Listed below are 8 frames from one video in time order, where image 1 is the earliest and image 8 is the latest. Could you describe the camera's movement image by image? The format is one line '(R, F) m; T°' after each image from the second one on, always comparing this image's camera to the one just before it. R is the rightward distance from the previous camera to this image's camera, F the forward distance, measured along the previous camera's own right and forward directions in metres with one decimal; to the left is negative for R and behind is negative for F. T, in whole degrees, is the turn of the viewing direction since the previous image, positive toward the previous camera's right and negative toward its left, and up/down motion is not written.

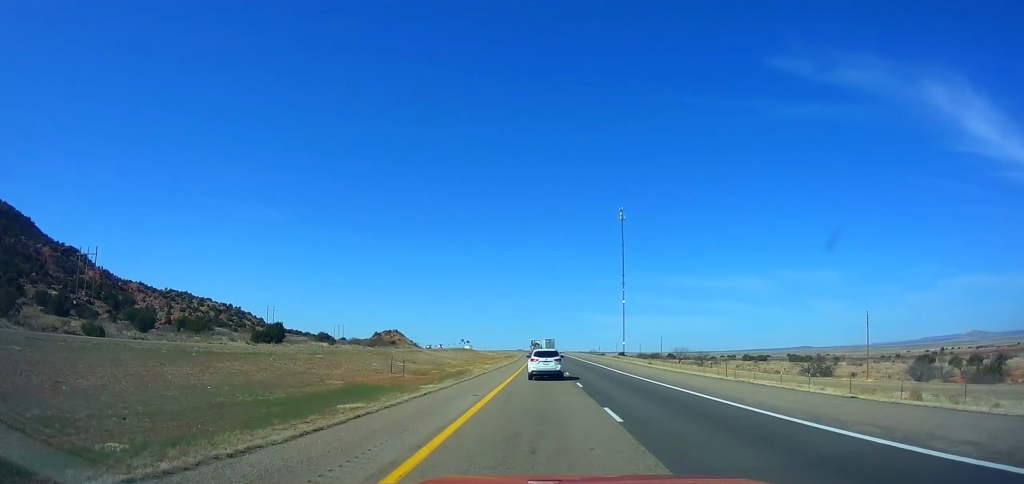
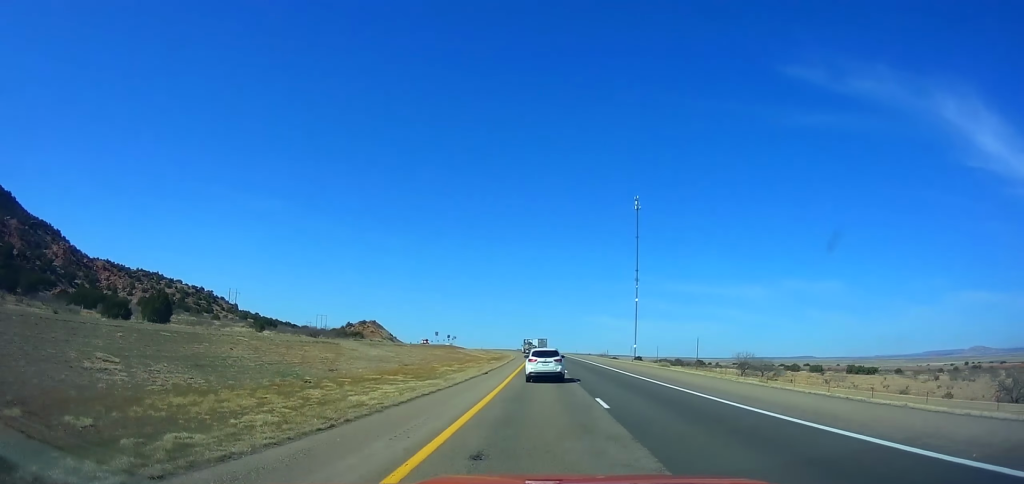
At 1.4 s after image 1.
(+0.1, +44.8) m; 0°
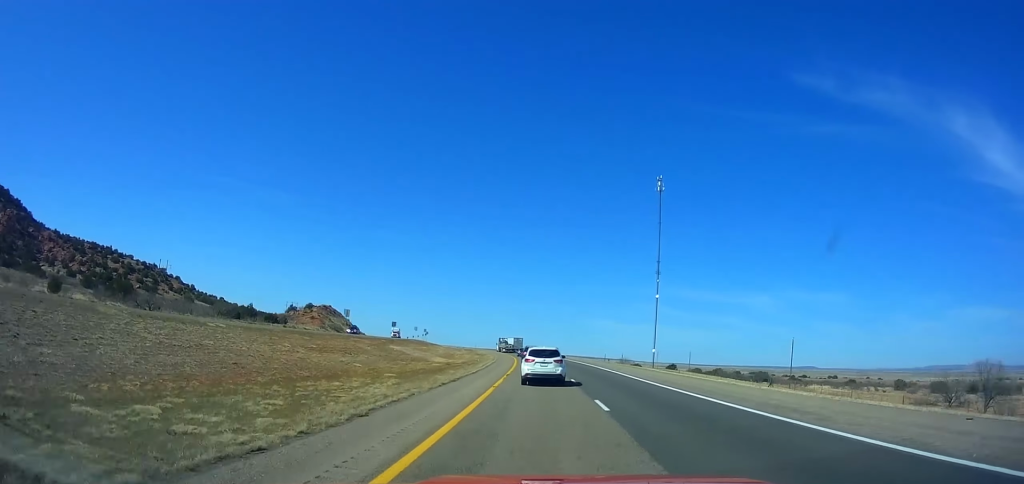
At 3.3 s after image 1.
(+0.9, +60.5) m; -1°
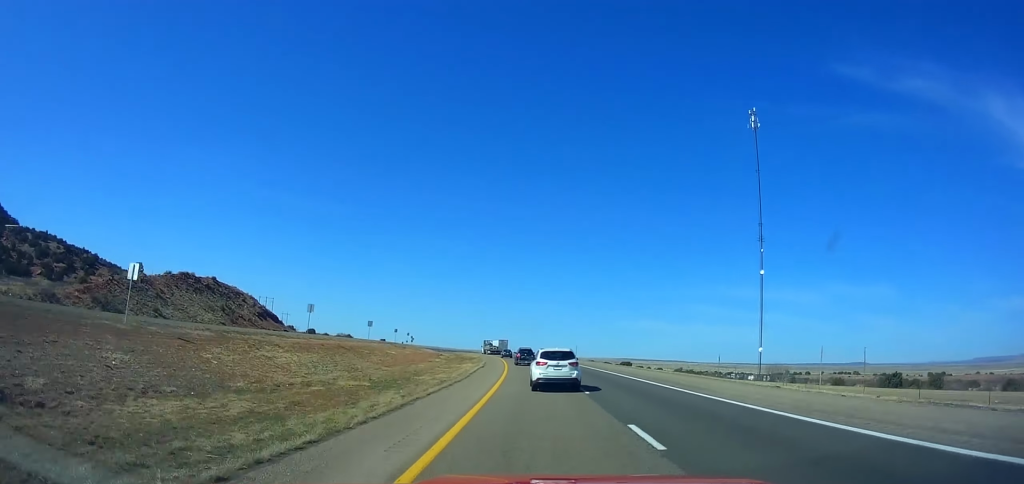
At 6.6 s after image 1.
(-2.9, +104.0) m; -4°
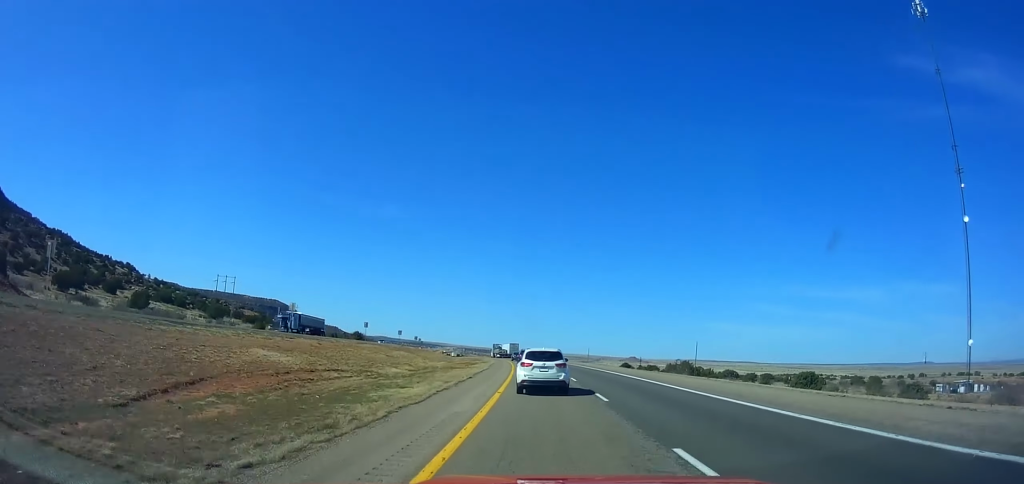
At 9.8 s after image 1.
(-4.8, +99.2) m; -6°
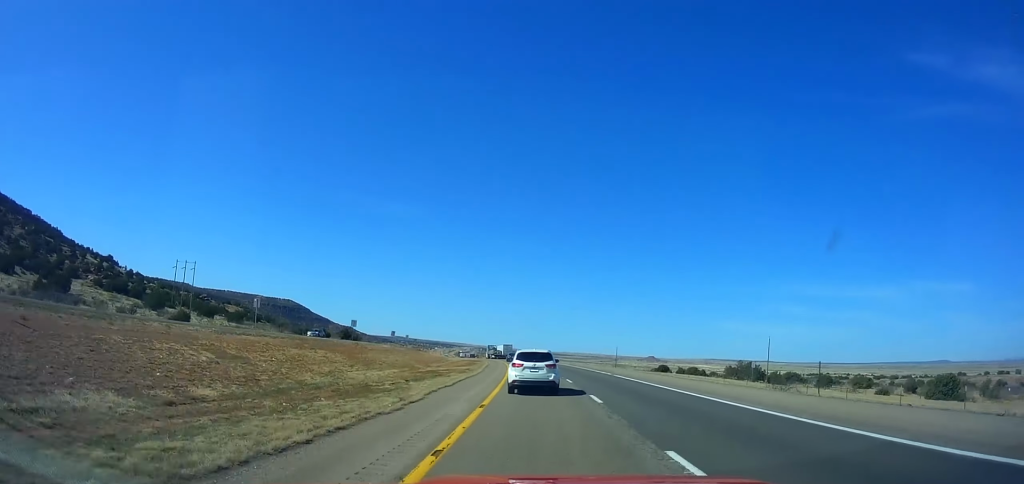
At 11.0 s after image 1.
(-1.8, +36.8) m; -2°
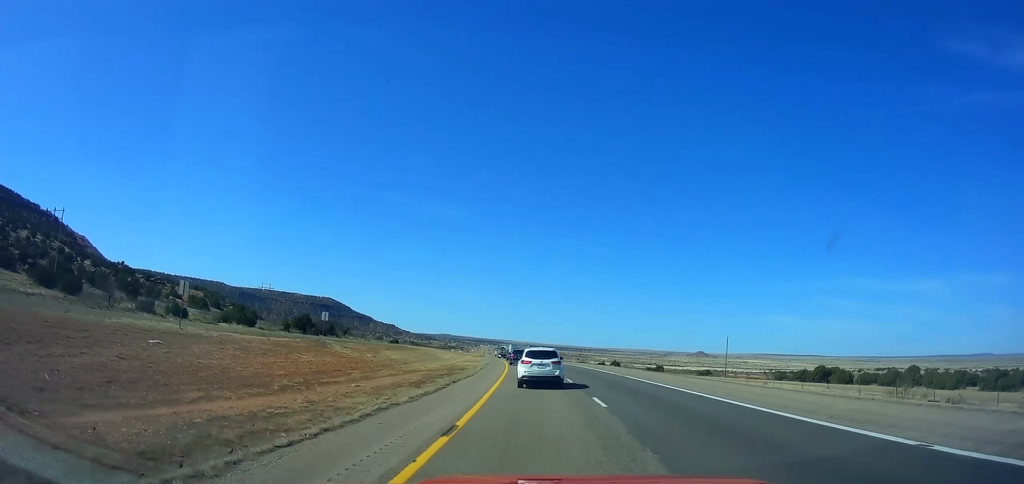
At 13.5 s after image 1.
(-3.3, +76.5) m; -5°
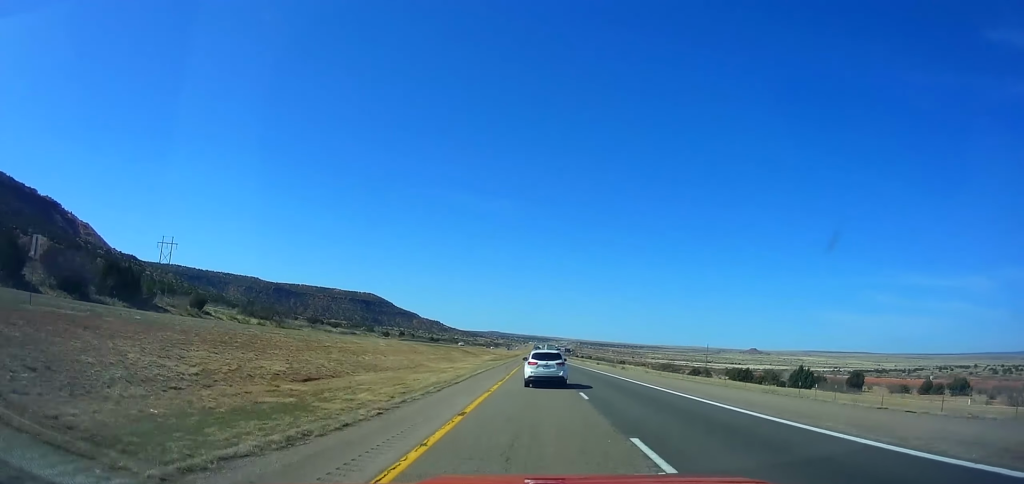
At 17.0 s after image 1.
(-5.9, +107.3) m; -4°
